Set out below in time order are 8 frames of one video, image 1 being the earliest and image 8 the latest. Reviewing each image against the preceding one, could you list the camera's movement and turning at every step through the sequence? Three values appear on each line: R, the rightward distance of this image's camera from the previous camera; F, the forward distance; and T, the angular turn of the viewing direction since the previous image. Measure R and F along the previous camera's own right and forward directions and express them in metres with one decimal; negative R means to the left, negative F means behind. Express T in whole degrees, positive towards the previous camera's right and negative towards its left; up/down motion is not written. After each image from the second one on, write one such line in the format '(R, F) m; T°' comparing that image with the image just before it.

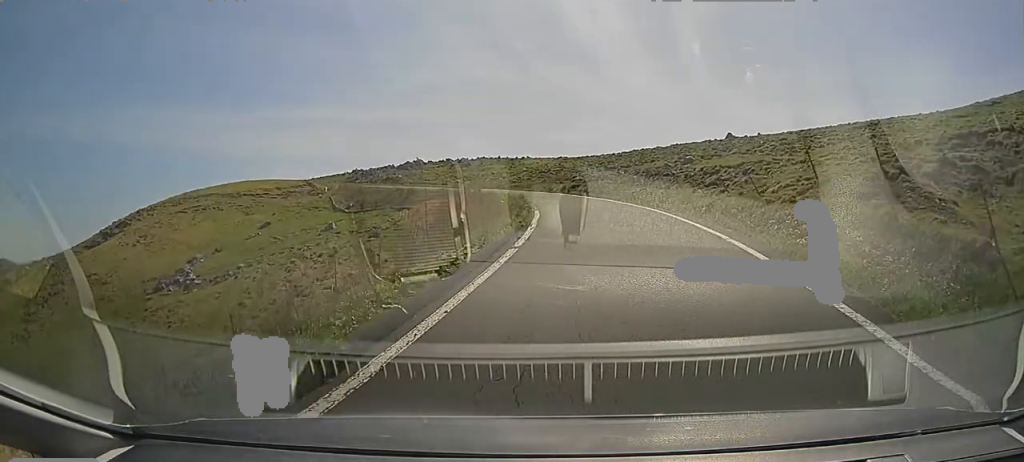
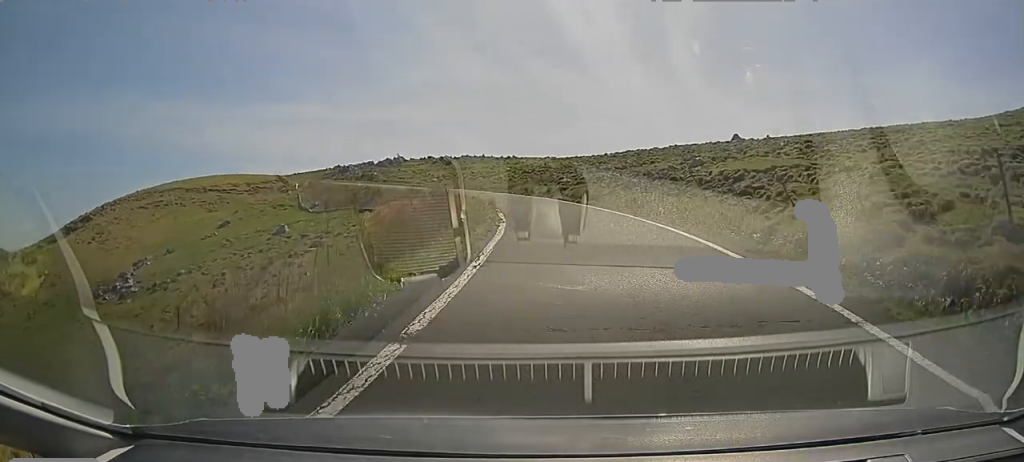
(0.0, +6.5) m; -1°
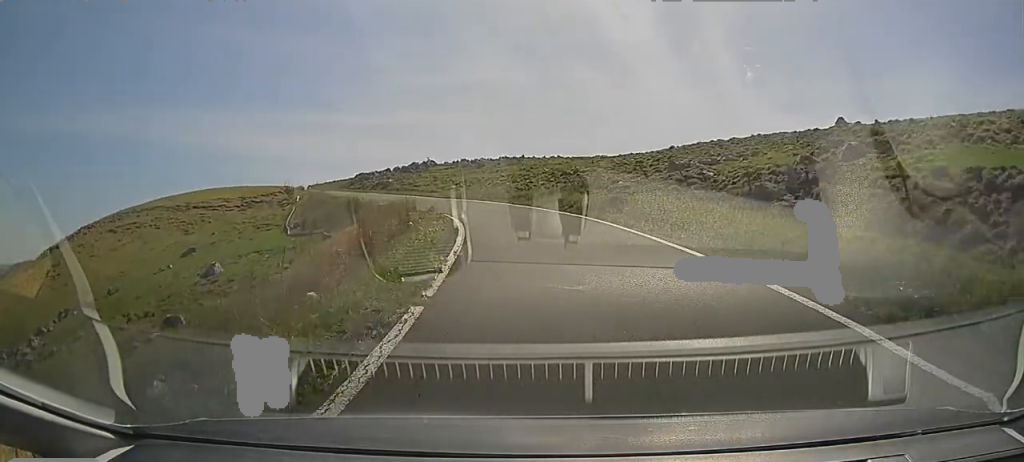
(-0.5, +15.1) m; -5°
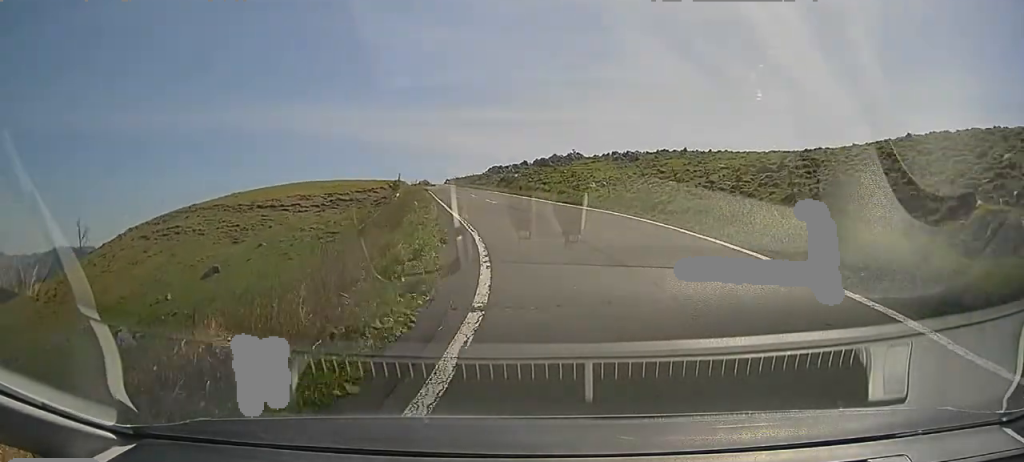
(-1.5, +17.0) m; -13°
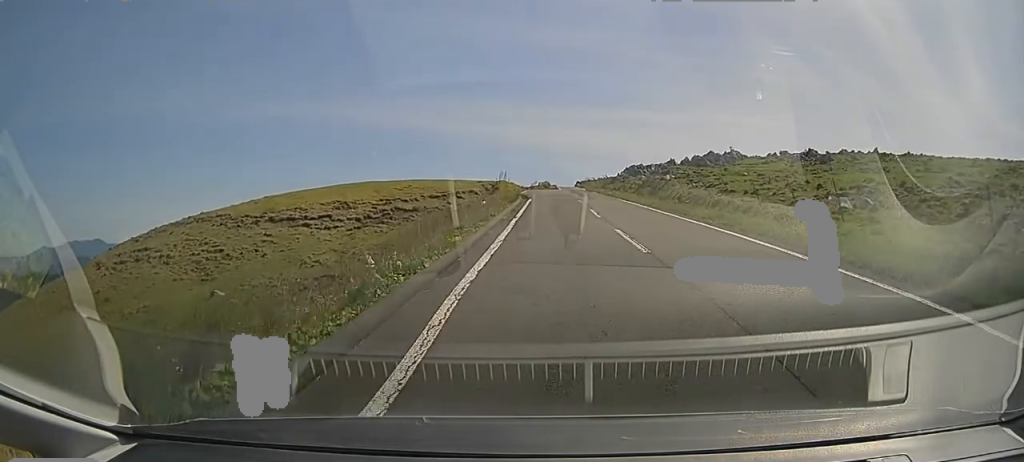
(-2.8, +21.5) m; -10°
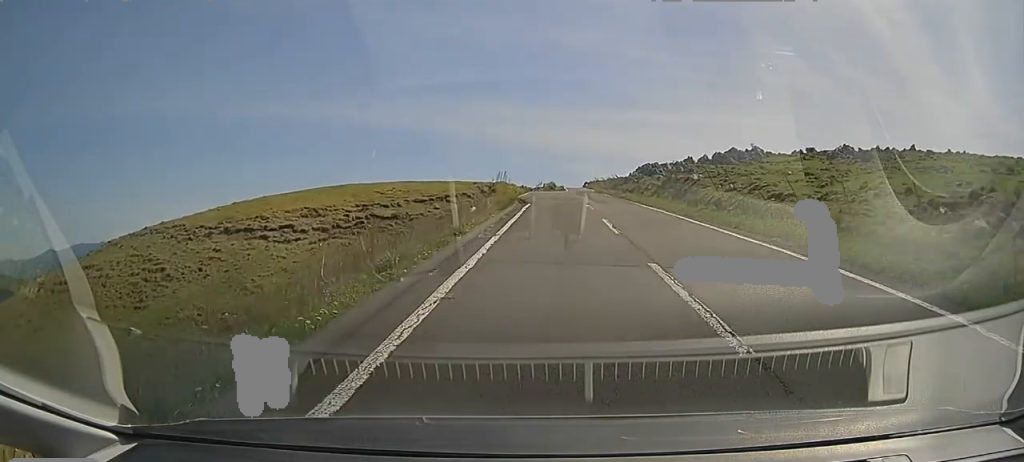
(-0.1, +6.6) m; -1°
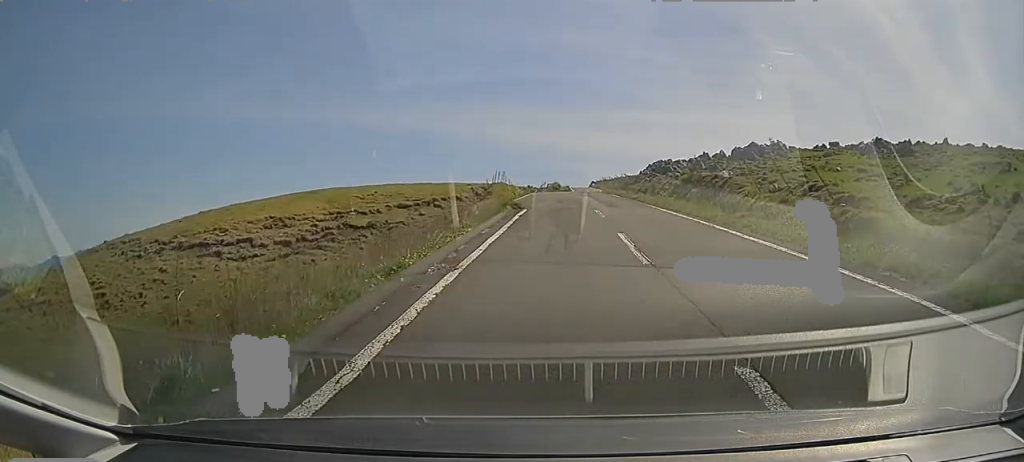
(+0.1, +5.3) m; -1°
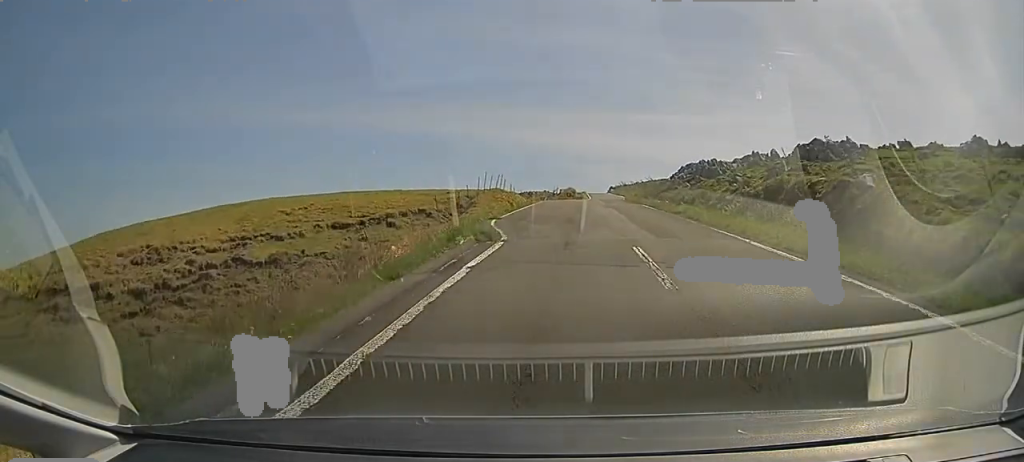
(-0.4, +11.9) m; -2°
